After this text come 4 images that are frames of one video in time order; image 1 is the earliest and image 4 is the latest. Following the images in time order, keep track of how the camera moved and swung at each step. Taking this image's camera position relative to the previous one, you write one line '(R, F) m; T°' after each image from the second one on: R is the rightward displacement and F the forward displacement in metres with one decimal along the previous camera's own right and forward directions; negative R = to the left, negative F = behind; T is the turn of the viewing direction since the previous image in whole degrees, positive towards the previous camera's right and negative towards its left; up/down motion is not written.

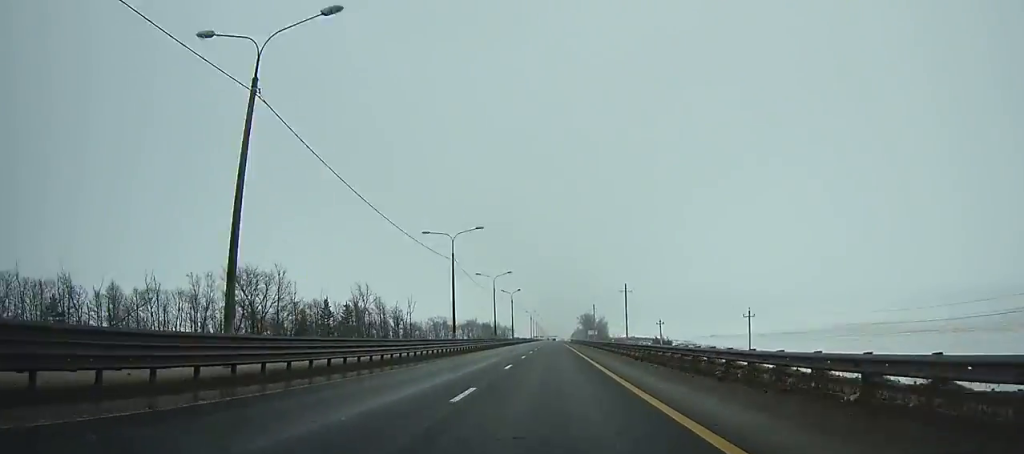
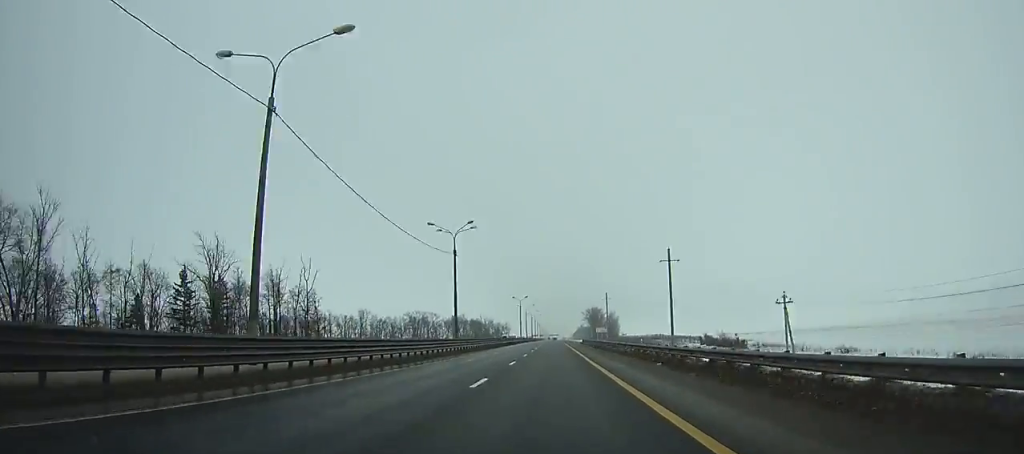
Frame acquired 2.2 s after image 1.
(-0.1, +69.0) m; 0°
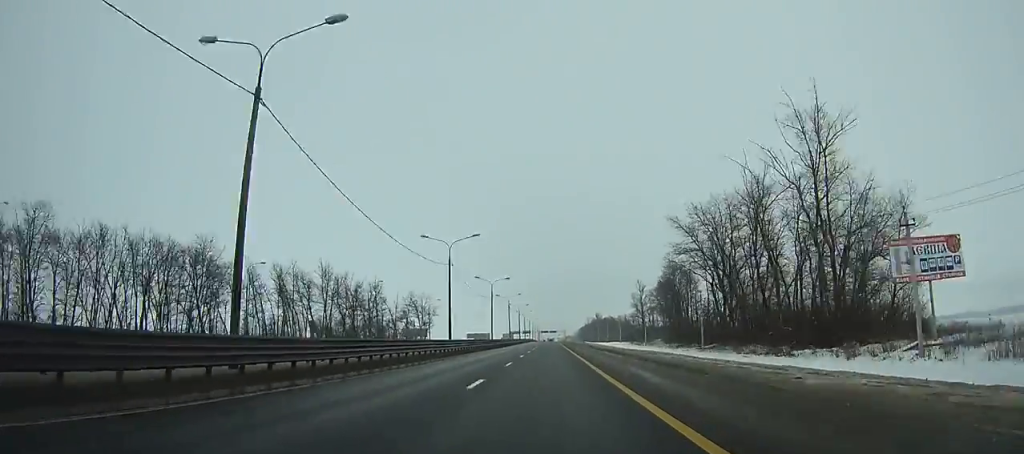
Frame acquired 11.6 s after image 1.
(+0.9, +299.1) m; 0°
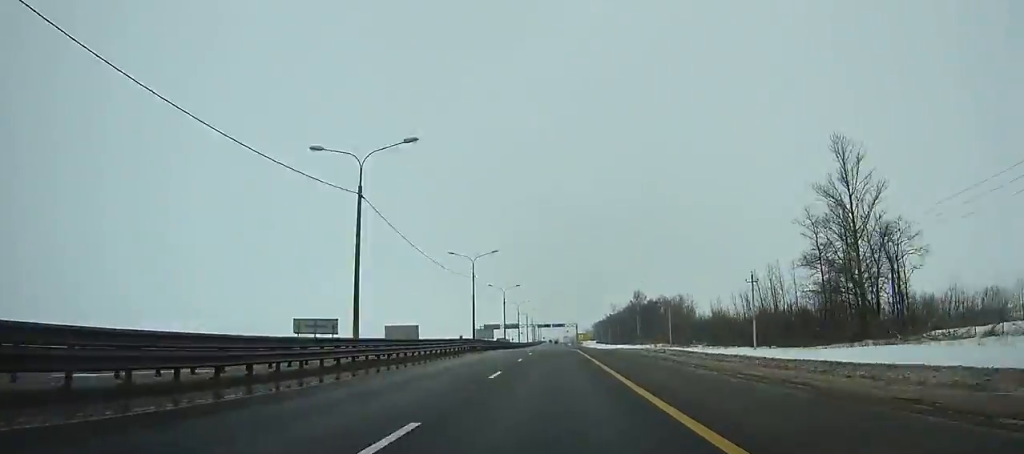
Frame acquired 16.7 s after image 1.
(-0.7, +164.0) m; 0°
